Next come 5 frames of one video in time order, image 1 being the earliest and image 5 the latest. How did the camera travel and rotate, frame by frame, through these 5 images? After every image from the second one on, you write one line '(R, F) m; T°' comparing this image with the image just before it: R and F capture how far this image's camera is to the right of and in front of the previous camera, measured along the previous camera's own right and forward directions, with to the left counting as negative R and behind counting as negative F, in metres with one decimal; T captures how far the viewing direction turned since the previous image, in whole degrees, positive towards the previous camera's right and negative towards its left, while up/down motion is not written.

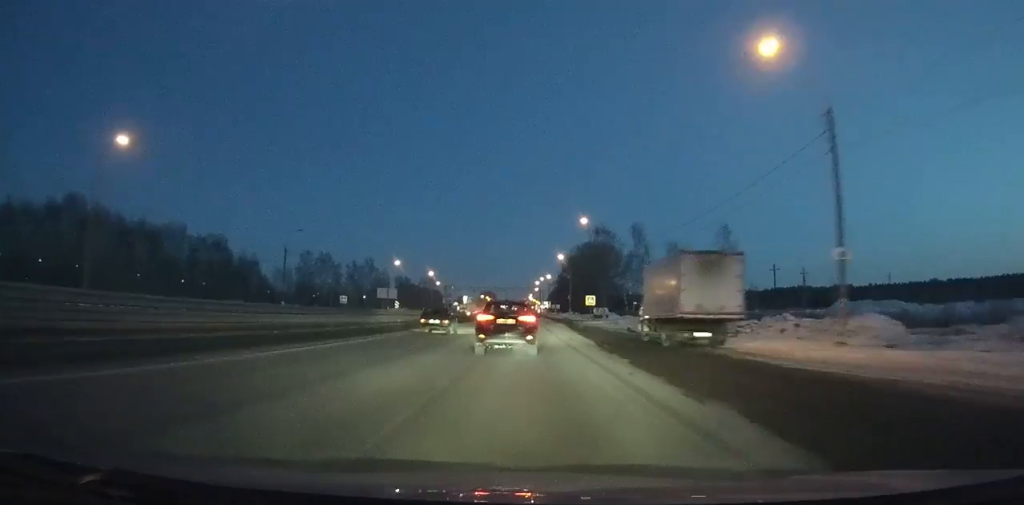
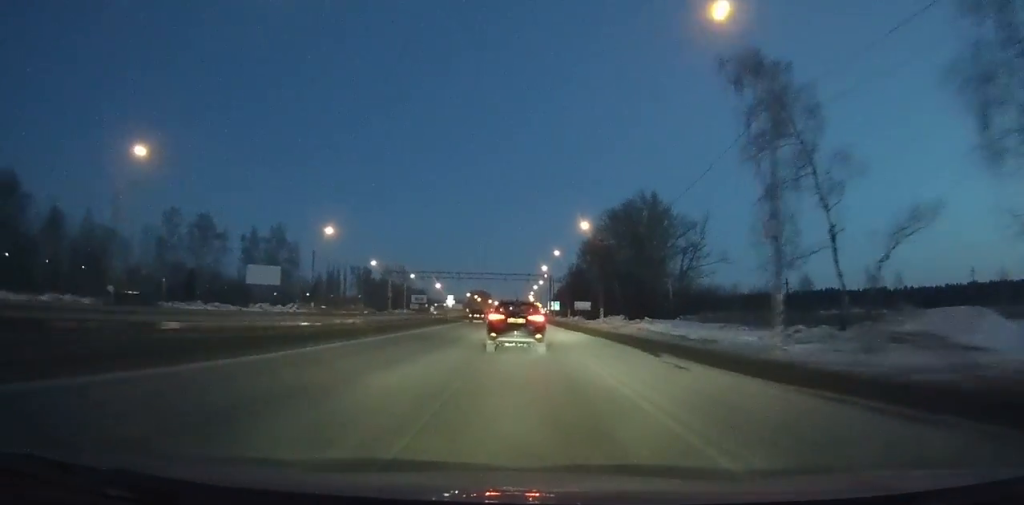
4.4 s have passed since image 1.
(-0.2, +84.9) m; 0°
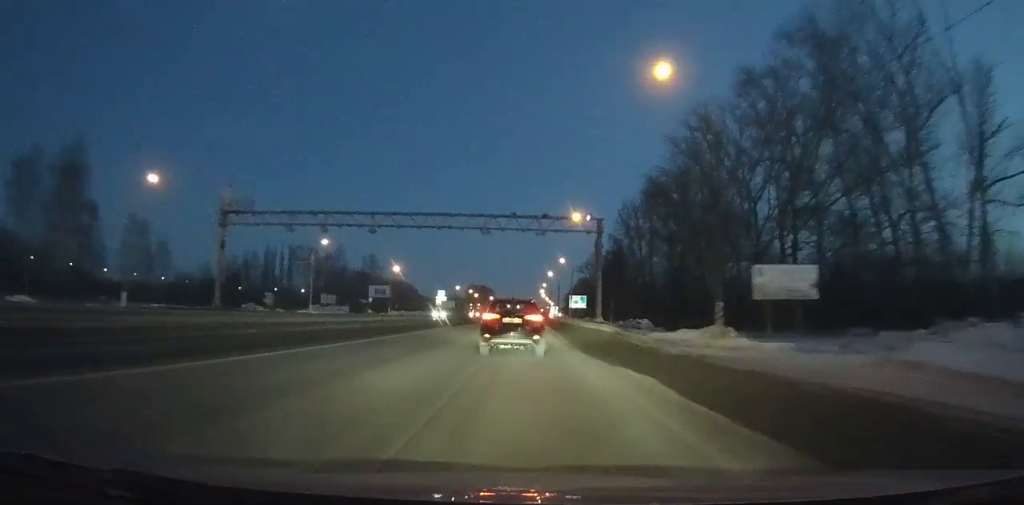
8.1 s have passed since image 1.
(-0.3, +71.8) m; 0°
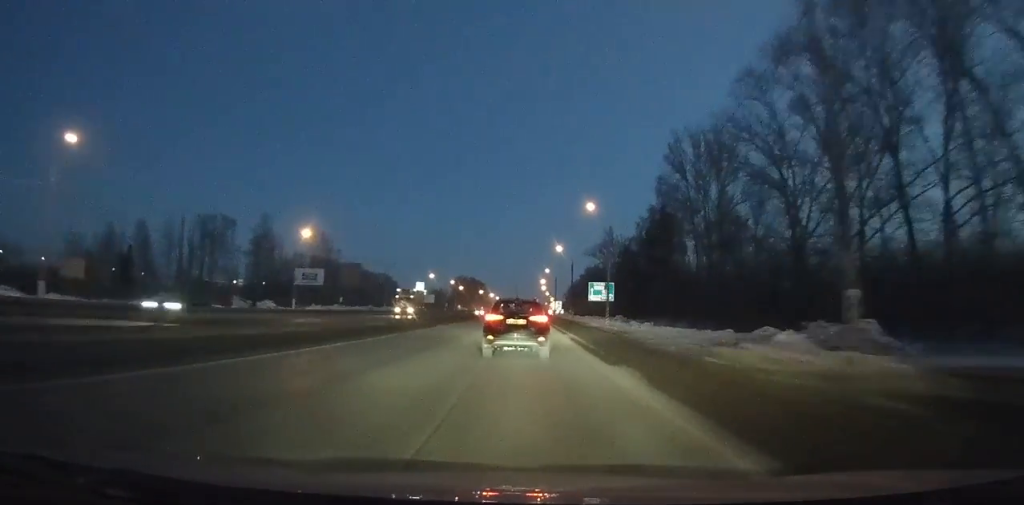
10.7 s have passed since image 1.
(+0.1, +49.9) m; 0°
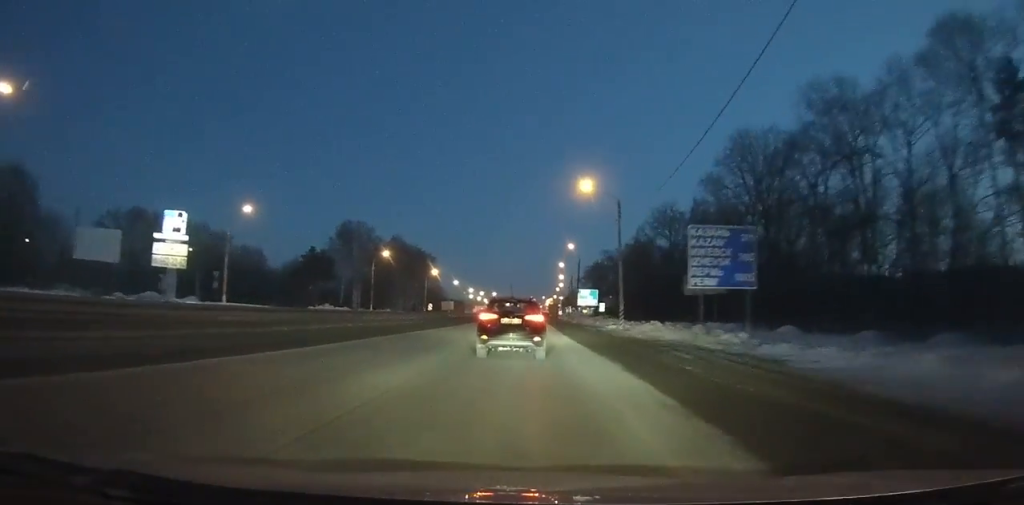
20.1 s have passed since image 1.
(+1.0, +168.2) m; +1°
